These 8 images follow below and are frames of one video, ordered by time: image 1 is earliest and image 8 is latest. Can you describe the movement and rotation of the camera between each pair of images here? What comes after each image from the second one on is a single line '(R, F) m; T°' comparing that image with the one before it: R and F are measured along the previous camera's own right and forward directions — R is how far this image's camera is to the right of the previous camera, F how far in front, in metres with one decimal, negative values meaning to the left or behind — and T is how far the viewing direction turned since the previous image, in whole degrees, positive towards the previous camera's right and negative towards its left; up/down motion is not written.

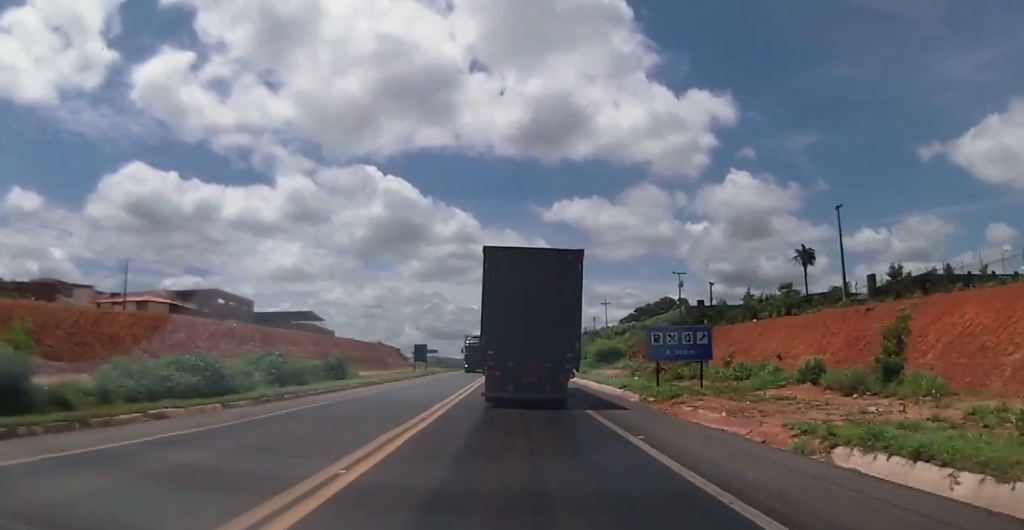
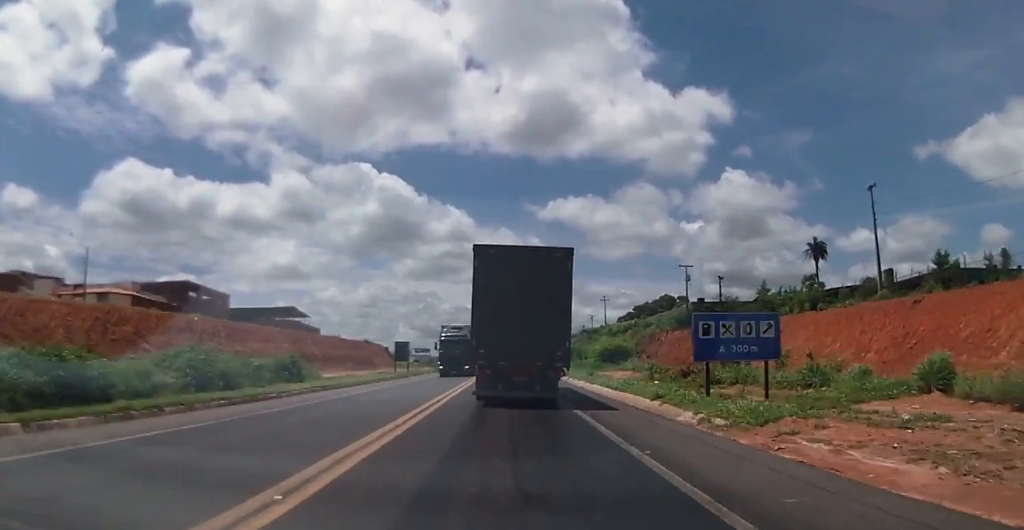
(+0.5, +9.0) m; +1°
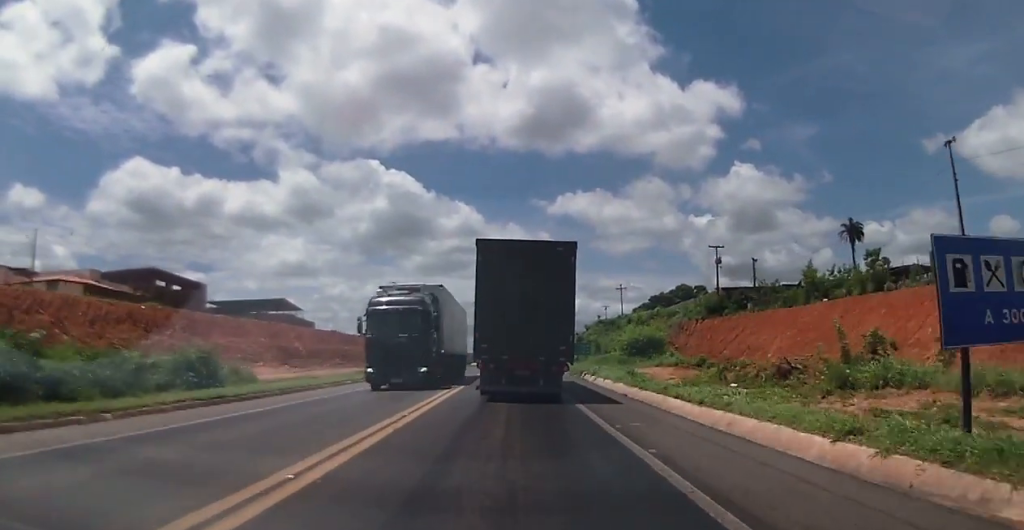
(-0.5, +12.9) m; -2°
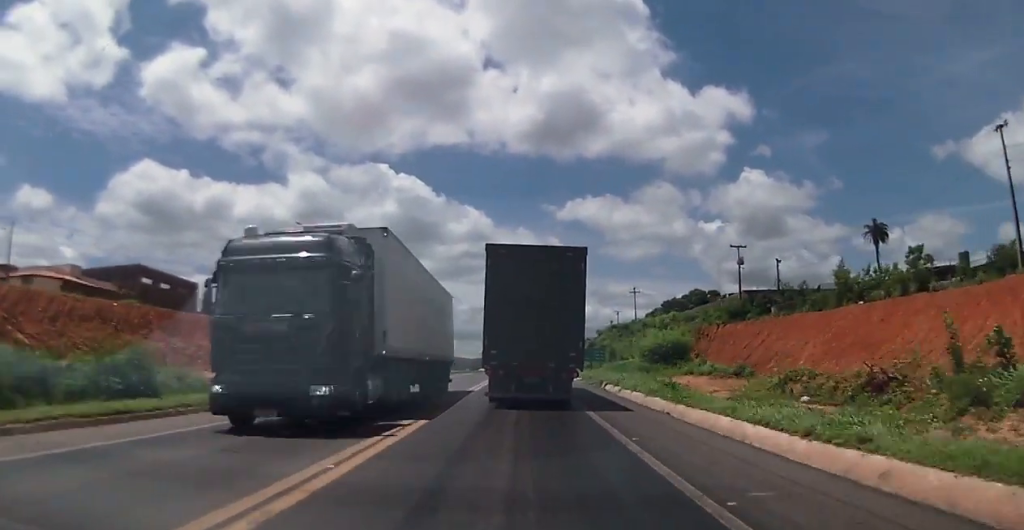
(0.0, +6.2) m; 0°
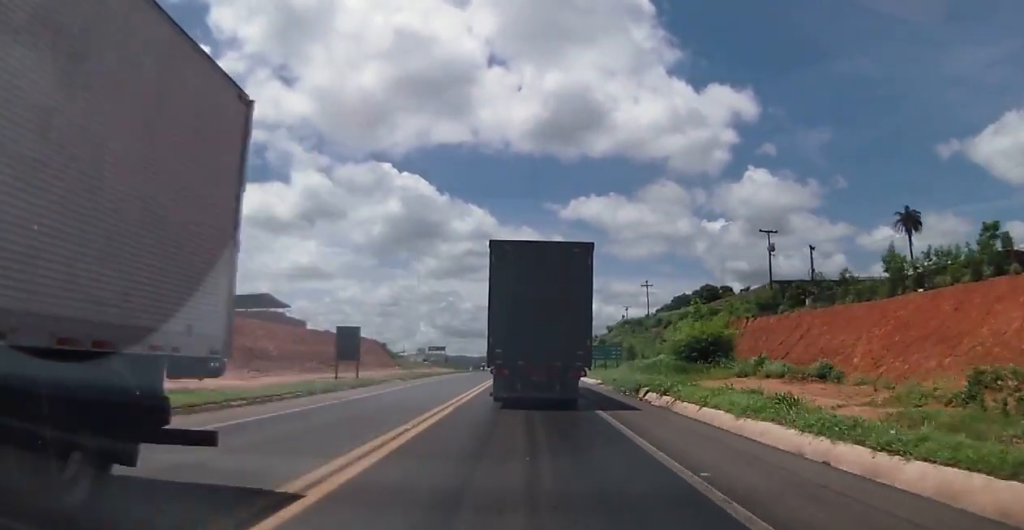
(0.0, +10.5) m; 0°
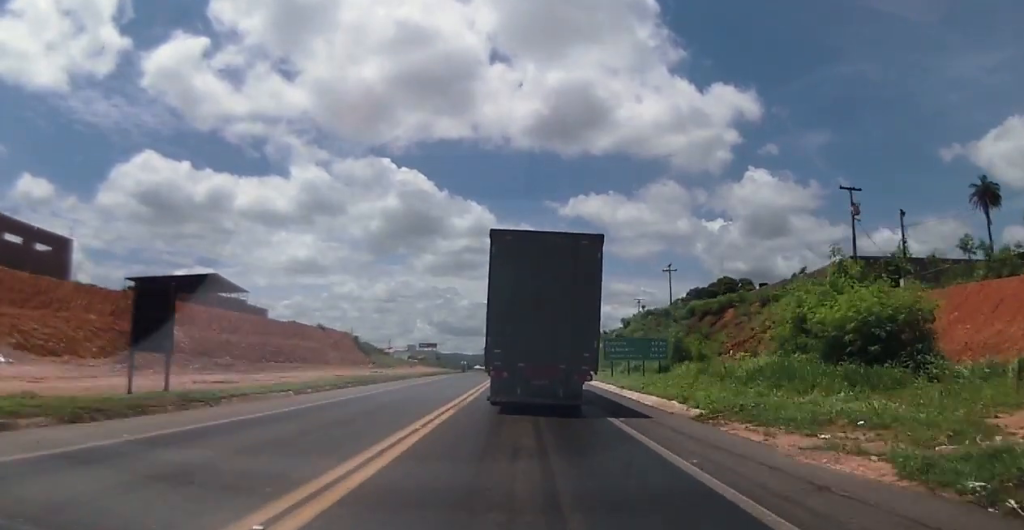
(0.0, +22.6) m; 0°
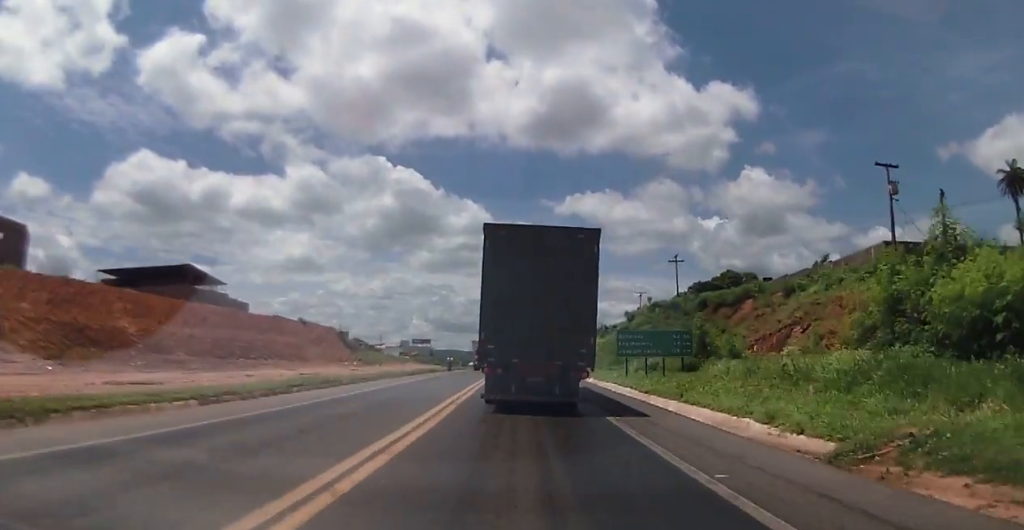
(0.0, +7.8) m; 0°
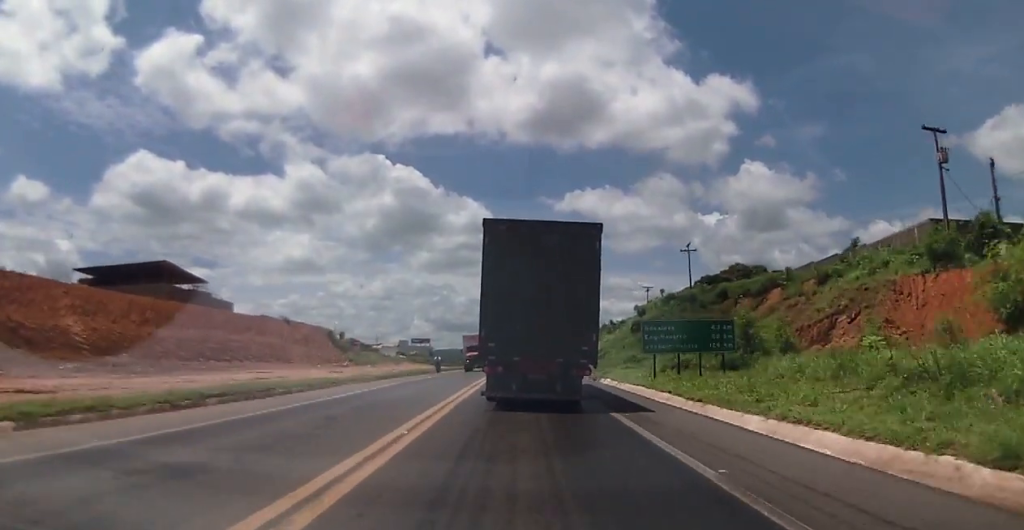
(0.0, +7.8) m; -1°
